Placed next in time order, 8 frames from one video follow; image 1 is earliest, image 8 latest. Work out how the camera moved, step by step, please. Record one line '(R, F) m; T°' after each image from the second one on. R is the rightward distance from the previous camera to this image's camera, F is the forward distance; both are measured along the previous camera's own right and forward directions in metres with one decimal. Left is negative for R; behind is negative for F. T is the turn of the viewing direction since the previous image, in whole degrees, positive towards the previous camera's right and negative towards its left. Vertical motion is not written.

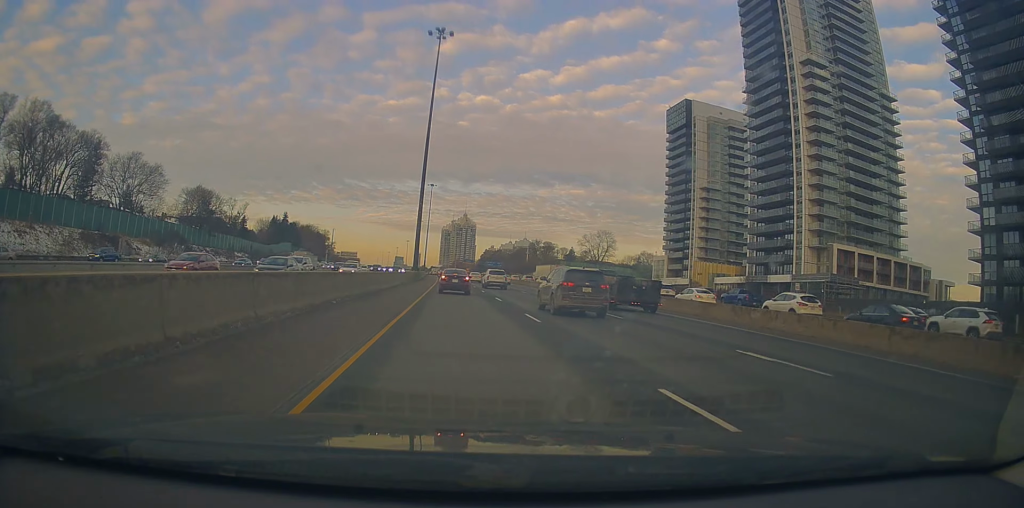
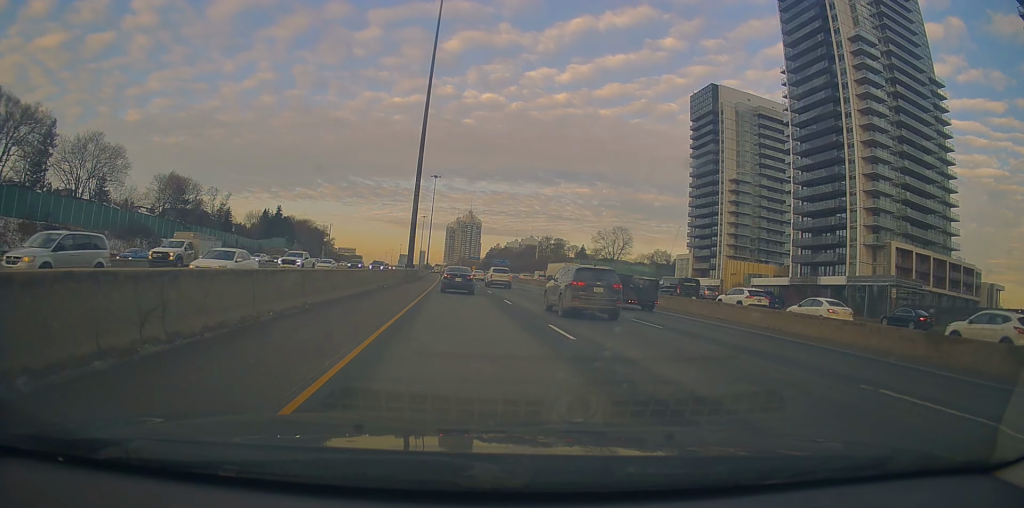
(+0.3, +16.6) m; 0°
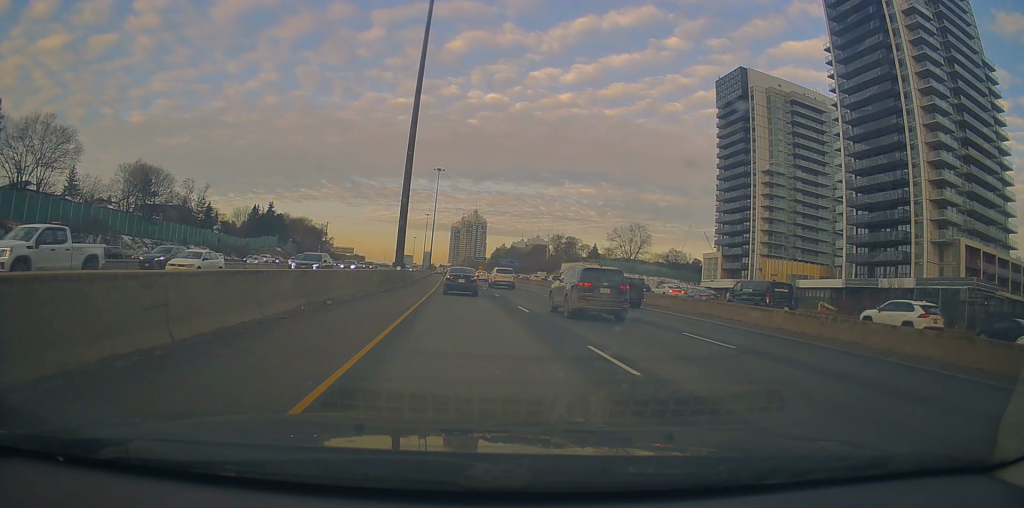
(-0.3, +16.7) m; -2°
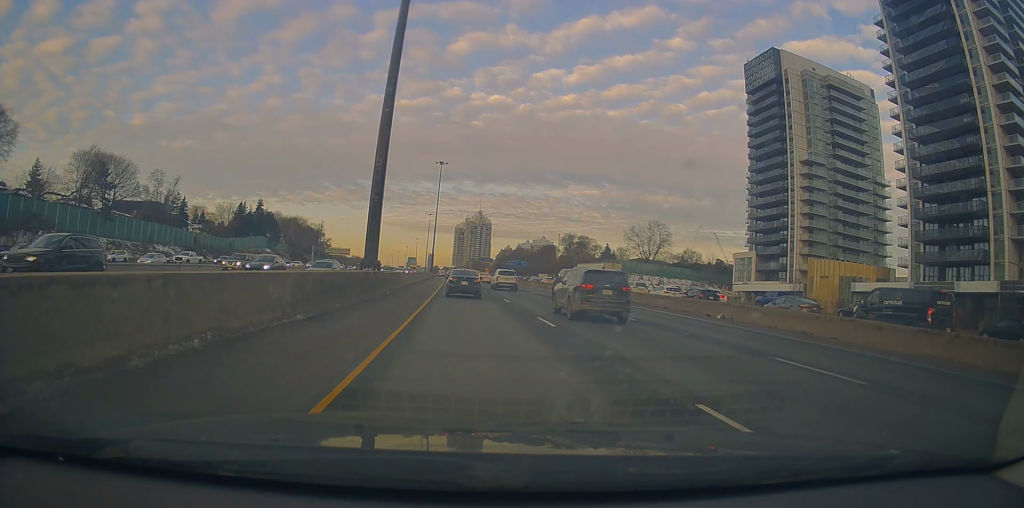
(-0.2, +16.9) m; +1°
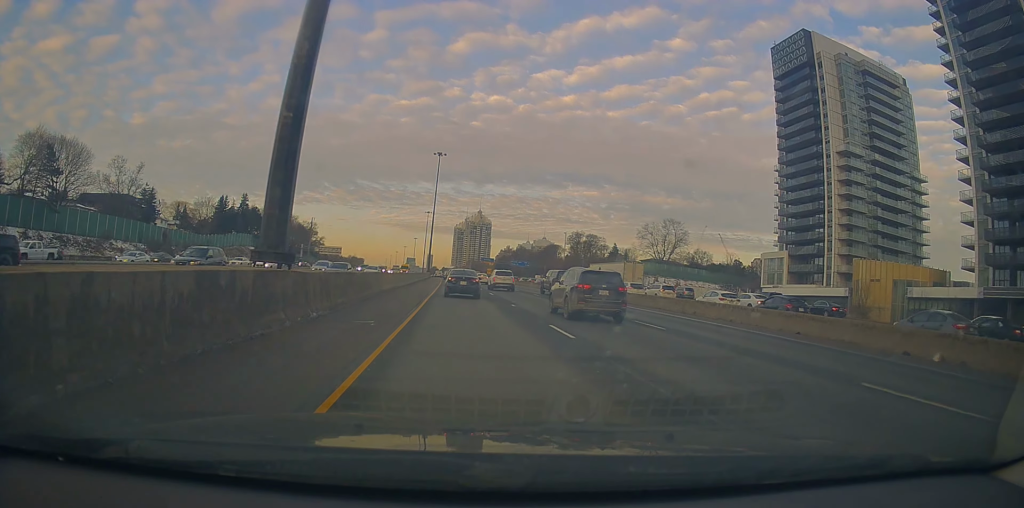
(+0.3, +15.1) m; 0°
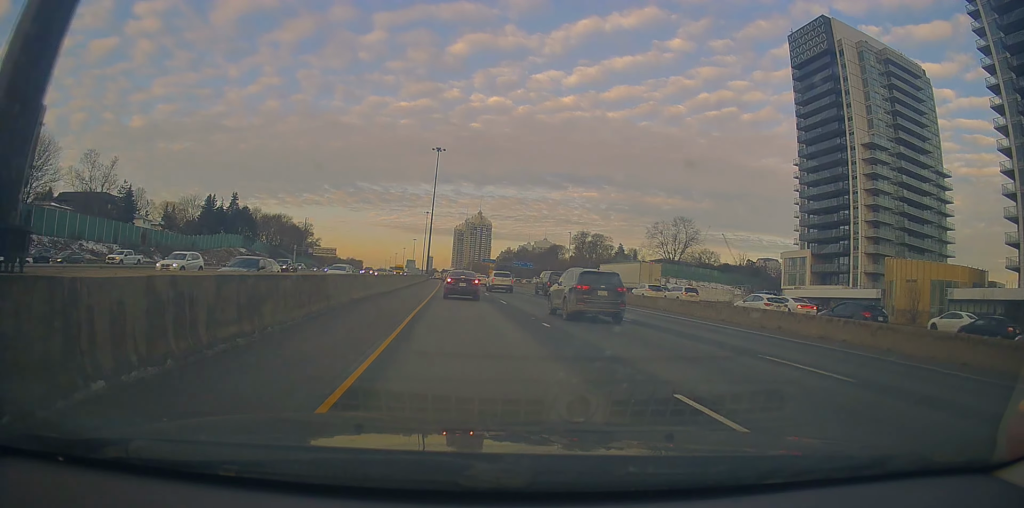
(-0.1, +8.9) m; 0°
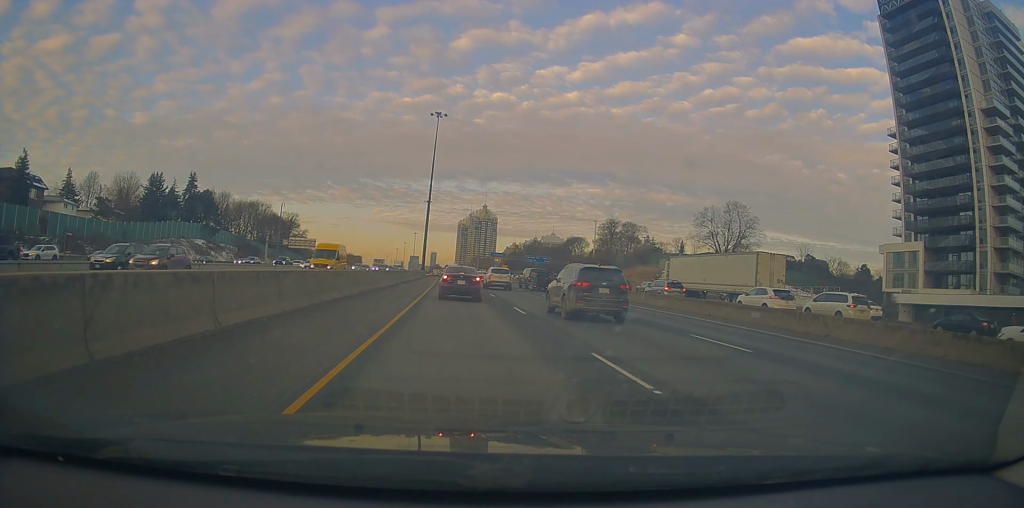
(-0.1, +32.2) m; -1°
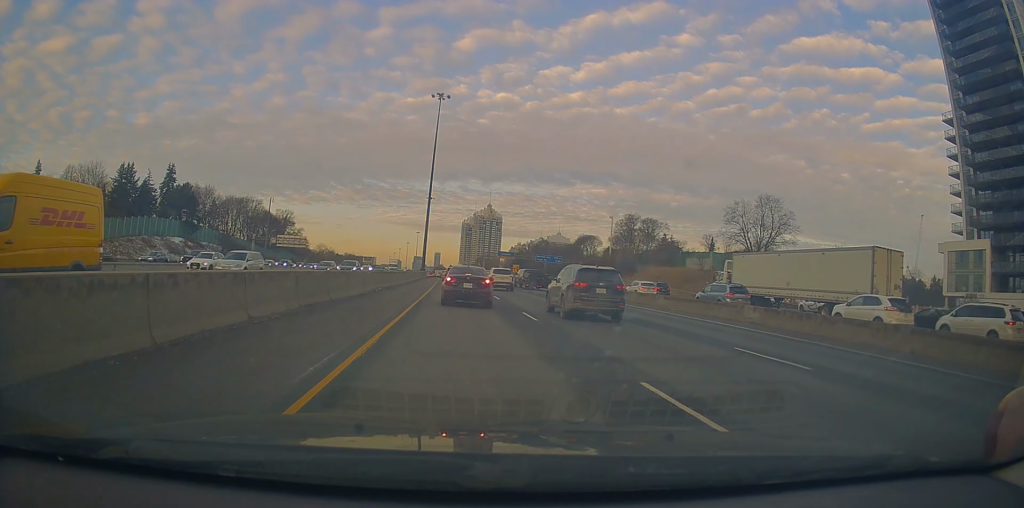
(-0.3, +14.7) m; -1°
